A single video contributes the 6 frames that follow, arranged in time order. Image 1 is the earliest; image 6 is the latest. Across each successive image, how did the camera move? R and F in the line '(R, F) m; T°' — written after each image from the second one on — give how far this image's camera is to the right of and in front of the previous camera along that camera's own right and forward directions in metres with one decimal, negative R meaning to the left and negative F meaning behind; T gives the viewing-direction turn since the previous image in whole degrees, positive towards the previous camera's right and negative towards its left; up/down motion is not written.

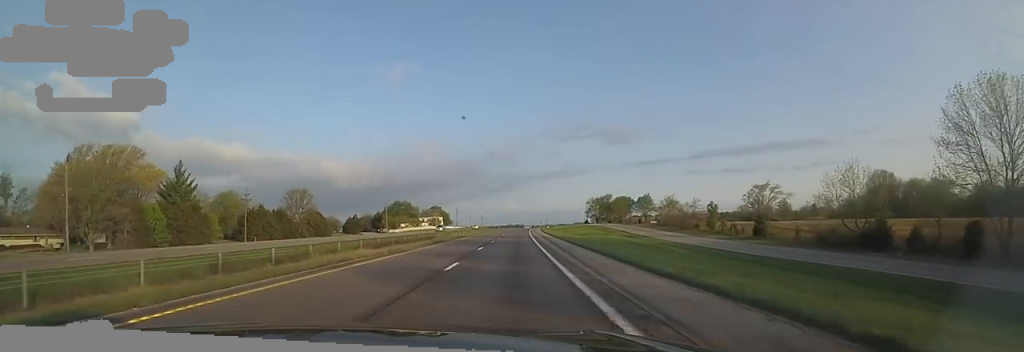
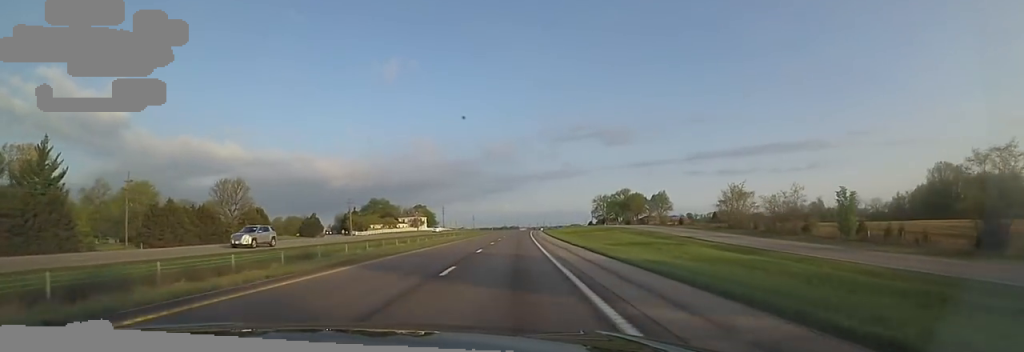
(0.0, +38.8) m; 0°
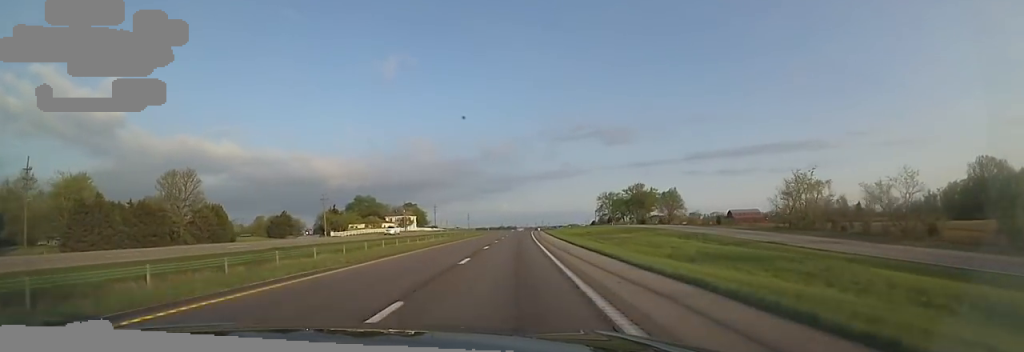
(-0.1, +20.4) m; +1°
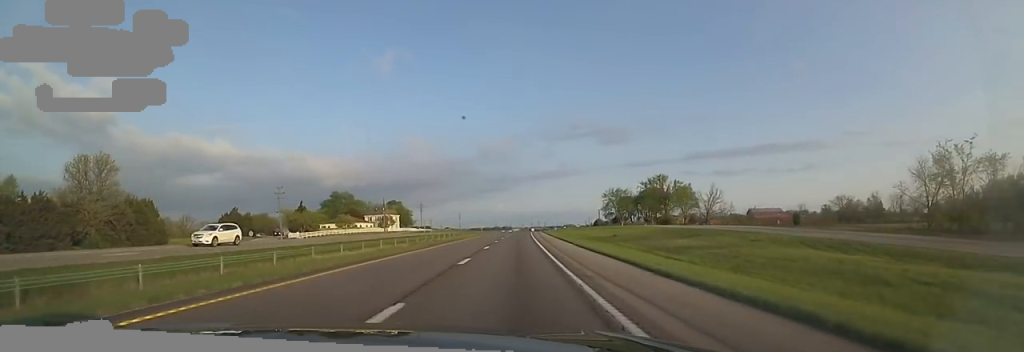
(+0.5, +24.7) m; +2°
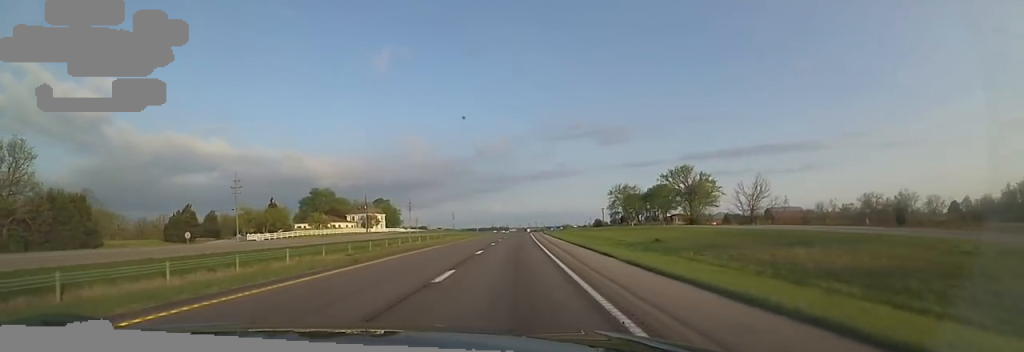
(+0.2, +17.9) m; +1°
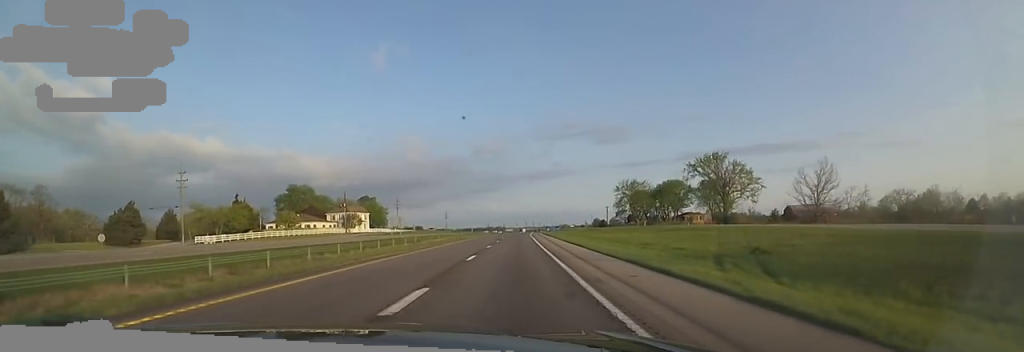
(+0.7, +16.7) m; -1°
